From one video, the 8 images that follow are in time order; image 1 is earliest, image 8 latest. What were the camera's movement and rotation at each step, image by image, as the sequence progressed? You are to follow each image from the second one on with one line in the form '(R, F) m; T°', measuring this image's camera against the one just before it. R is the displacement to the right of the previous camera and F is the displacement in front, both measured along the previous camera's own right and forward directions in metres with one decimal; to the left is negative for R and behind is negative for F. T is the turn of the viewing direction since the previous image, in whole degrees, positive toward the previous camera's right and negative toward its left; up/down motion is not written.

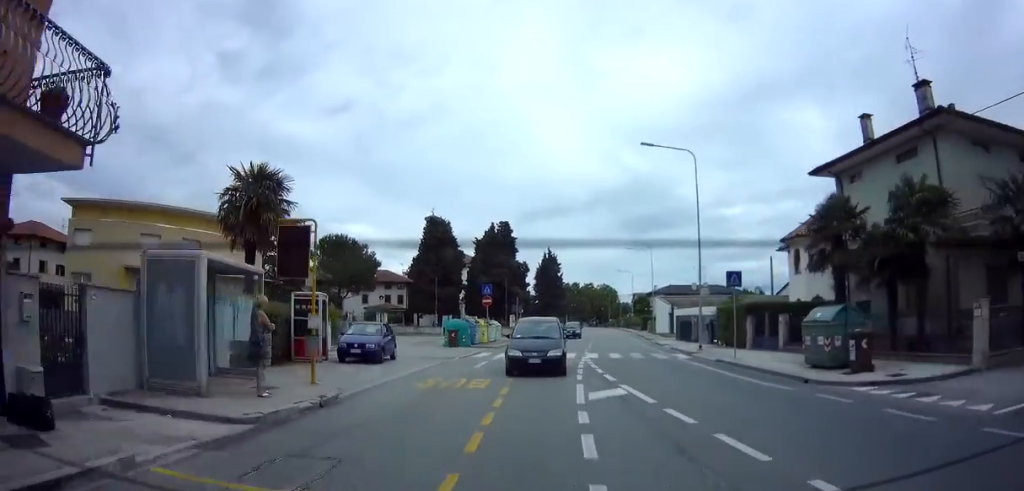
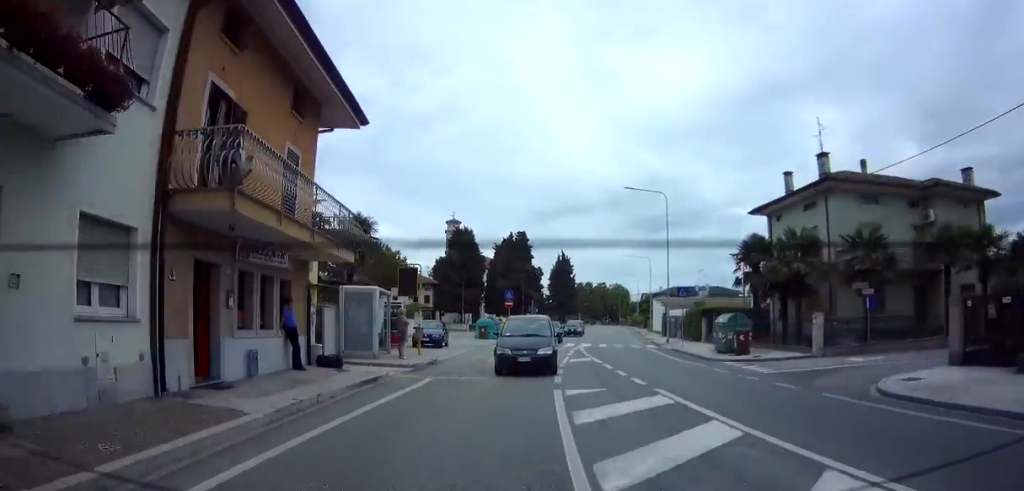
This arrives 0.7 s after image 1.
(-0.1, +9.7) m; -2°
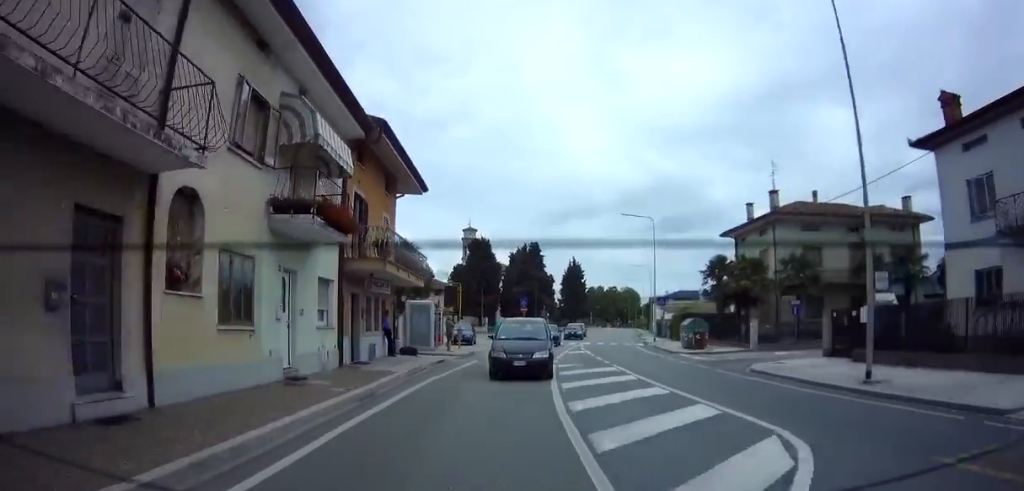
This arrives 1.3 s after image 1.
(0.0, +8.0) m; -2°
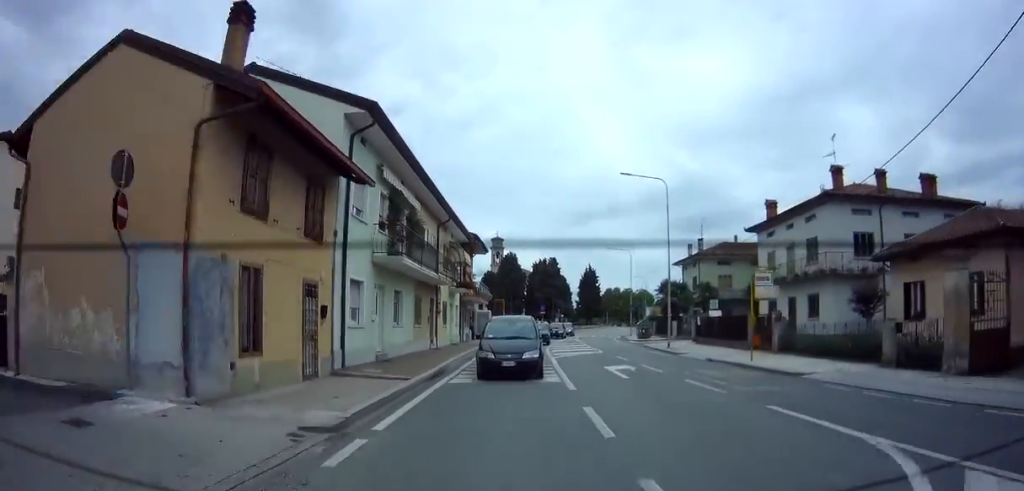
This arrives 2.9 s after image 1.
(-0.2, +22.0) m; 0°
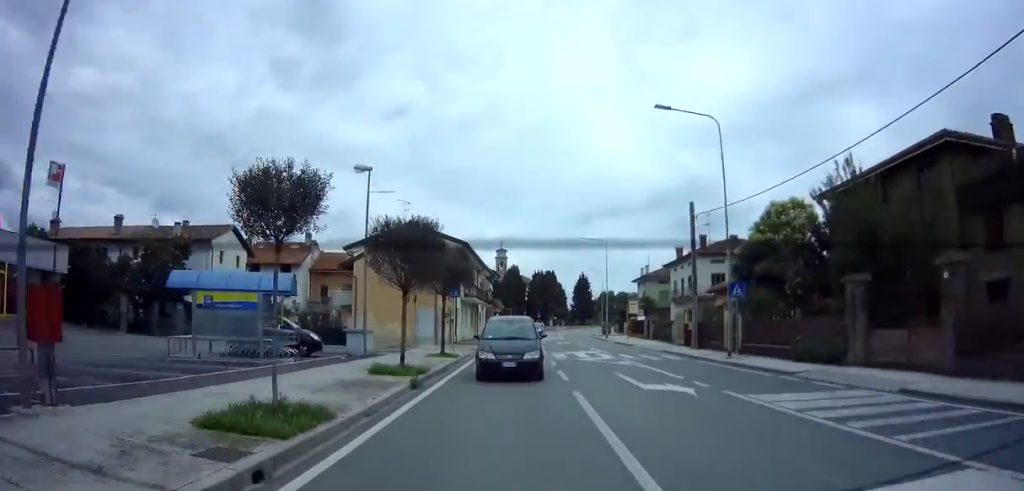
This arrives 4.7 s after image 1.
(-0.3, +24.7) m; -1°
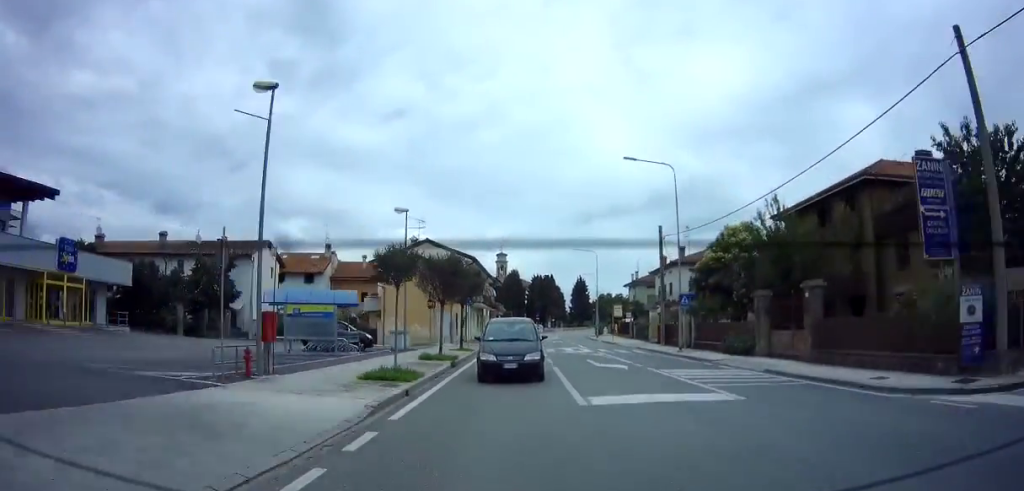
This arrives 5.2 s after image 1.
(0.0, +7.6) m; 0°
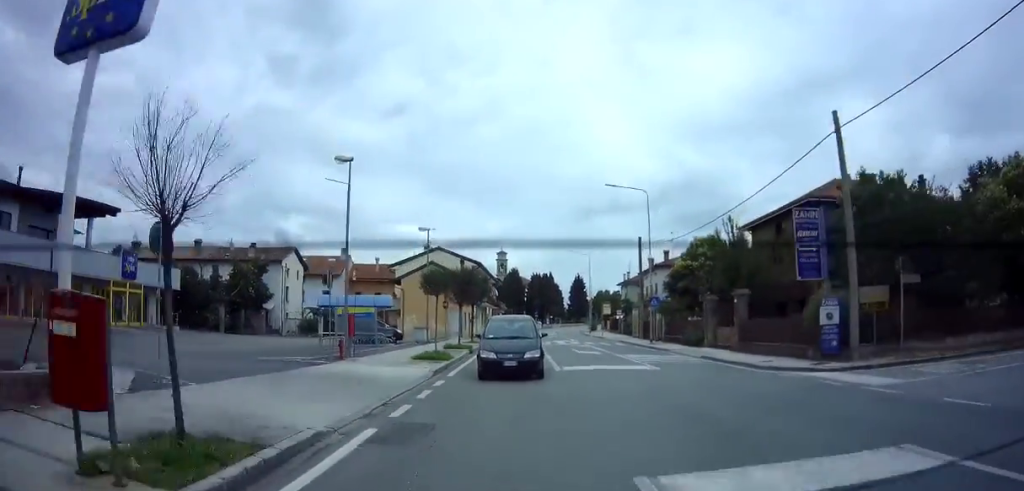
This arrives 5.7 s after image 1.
(0.0, +6.7) m; 0°
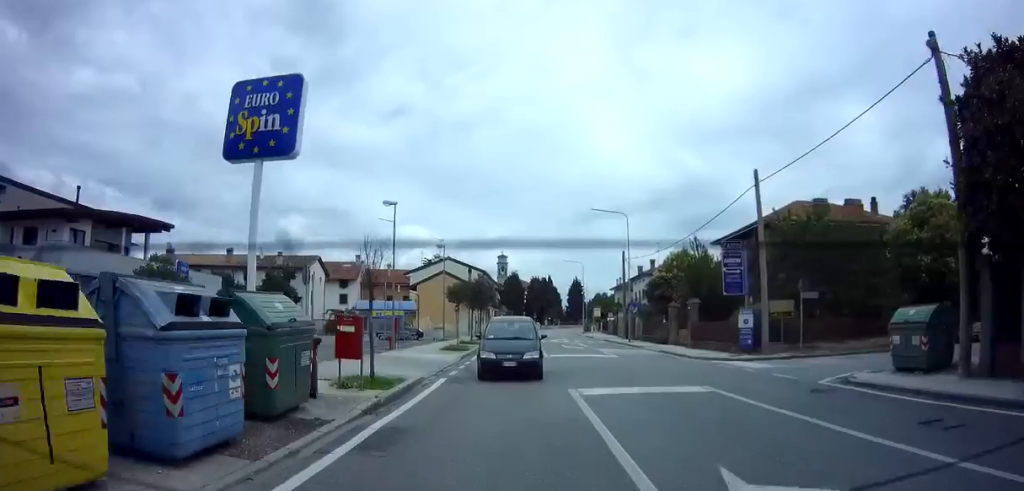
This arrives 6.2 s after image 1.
(0.0, +7.2) m; 0°
